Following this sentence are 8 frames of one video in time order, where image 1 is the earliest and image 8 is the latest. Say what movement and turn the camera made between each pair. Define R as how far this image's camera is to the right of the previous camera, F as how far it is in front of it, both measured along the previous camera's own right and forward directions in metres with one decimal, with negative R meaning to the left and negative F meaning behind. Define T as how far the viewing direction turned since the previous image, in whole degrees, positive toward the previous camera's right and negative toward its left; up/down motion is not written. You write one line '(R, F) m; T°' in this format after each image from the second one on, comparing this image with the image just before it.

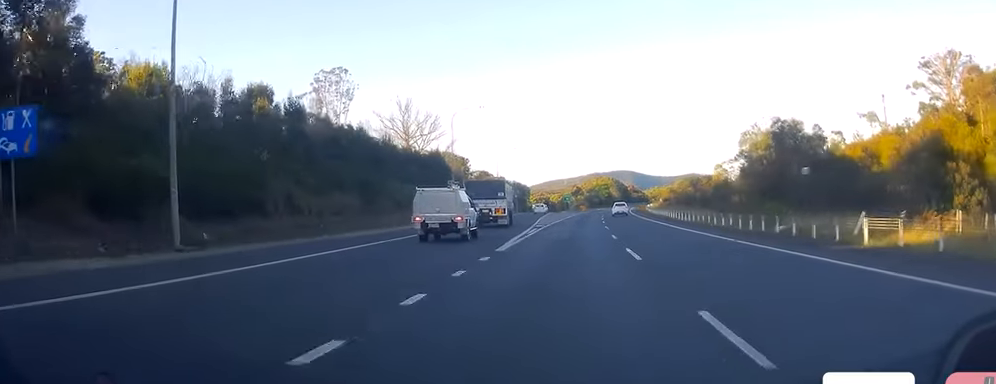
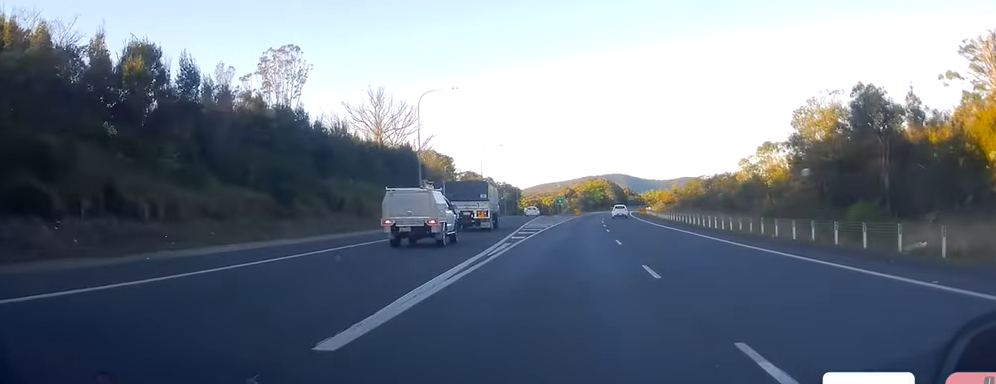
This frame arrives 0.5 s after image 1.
(-0.3, +15.2) m; 0°
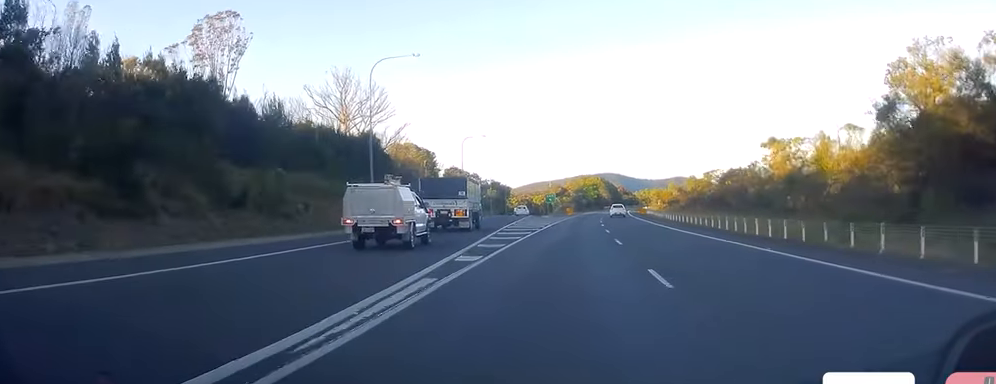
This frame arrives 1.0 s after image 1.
(+0.3, +14.3) m; +1°
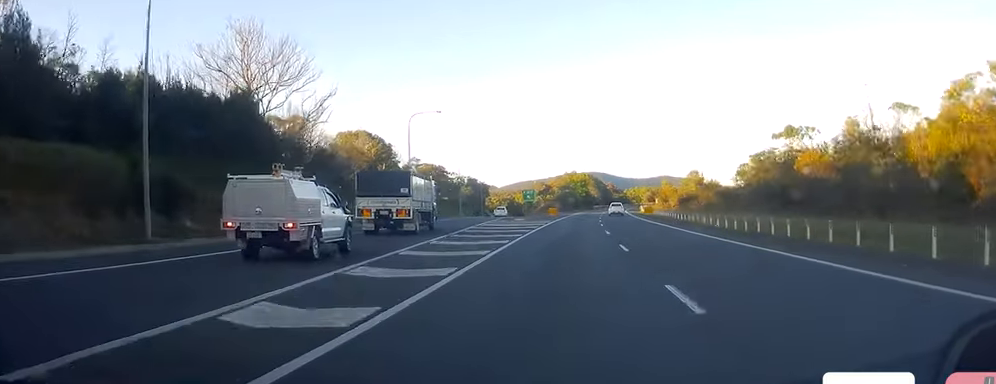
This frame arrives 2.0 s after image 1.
(+0.5, +28.5) m; +1°
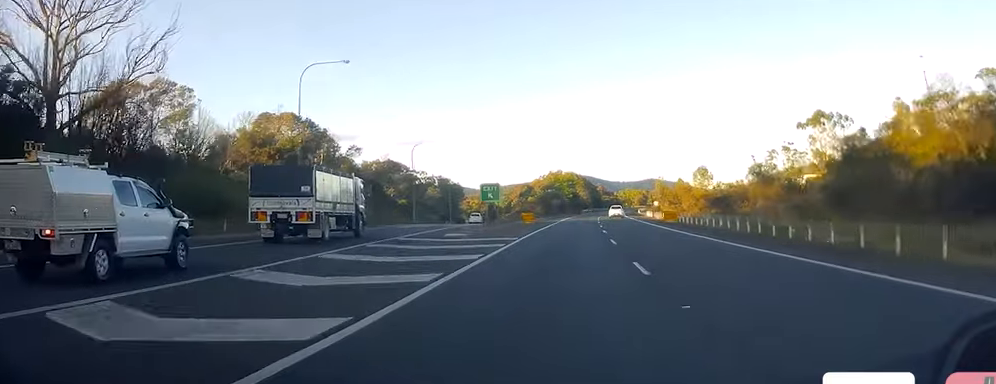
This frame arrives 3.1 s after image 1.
(+0.2, +31.3) m; +1°
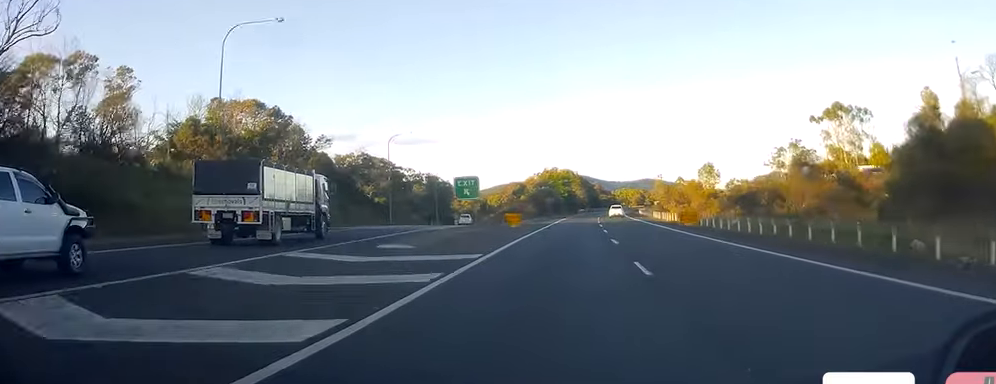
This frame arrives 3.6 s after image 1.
(-0.1, +12.3) m; 0°
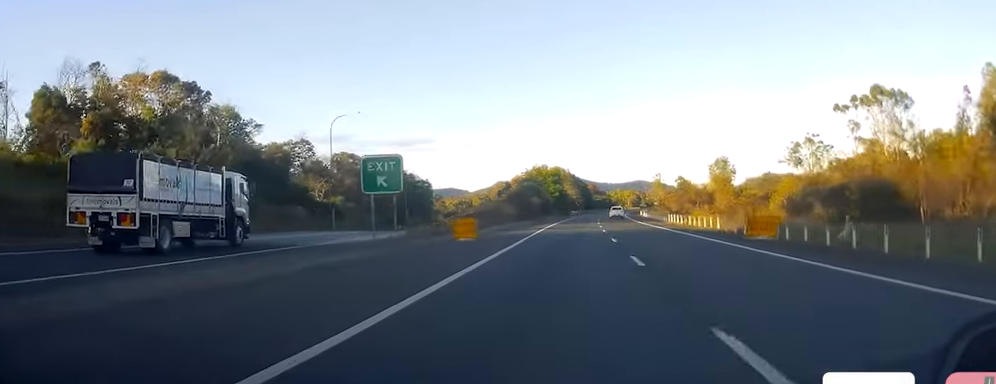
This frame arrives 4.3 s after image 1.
(+0.4, +21.7) m; +1°
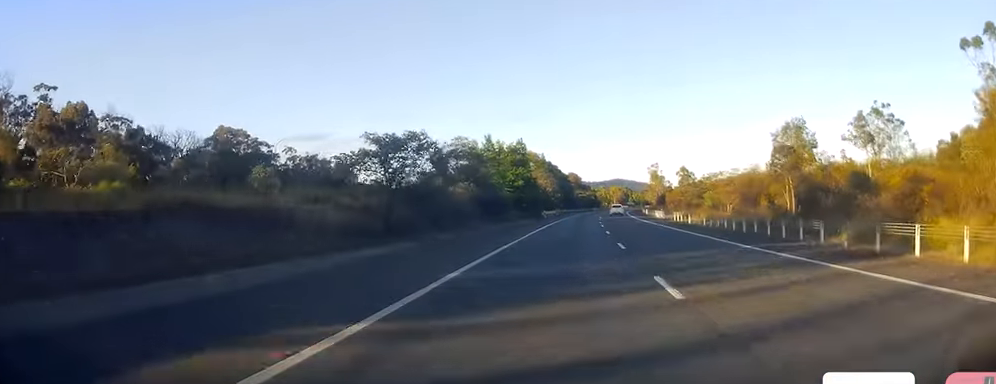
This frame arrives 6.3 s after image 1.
(+0.2, +54.8) m; +1°
